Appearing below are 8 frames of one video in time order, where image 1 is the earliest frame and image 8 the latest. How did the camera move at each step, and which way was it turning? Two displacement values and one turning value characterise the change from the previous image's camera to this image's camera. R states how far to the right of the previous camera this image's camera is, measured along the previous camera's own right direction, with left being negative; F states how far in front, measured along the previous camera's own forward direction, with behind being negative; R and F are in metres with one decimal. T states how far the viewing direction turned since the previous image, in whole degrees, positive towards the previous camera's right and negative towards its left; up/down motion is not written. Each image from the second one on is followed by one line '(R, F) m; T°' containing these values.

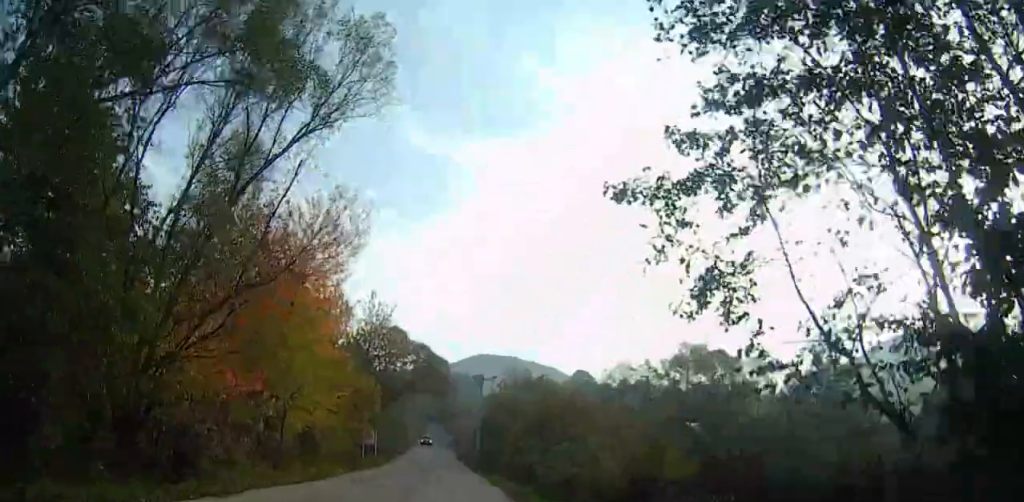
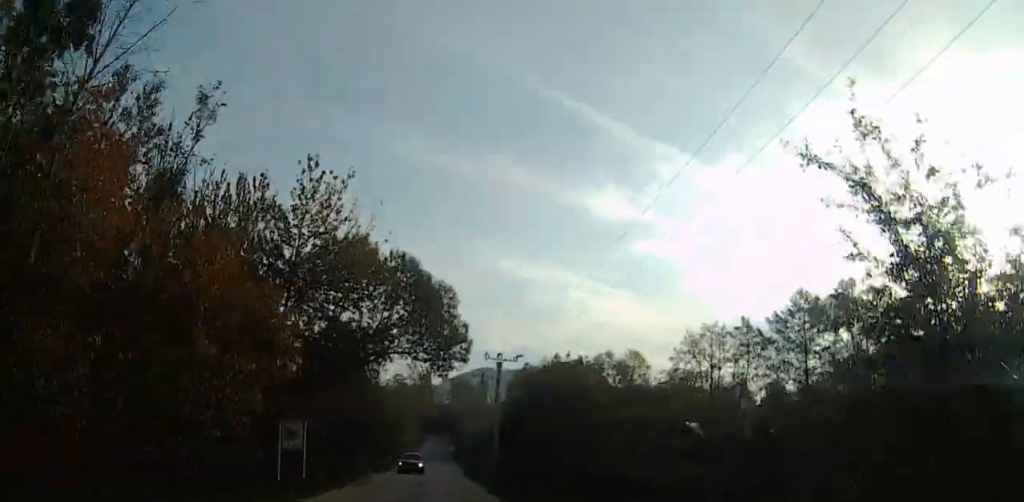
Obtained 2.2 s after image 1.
(-1.7, +21.0) m; -10°
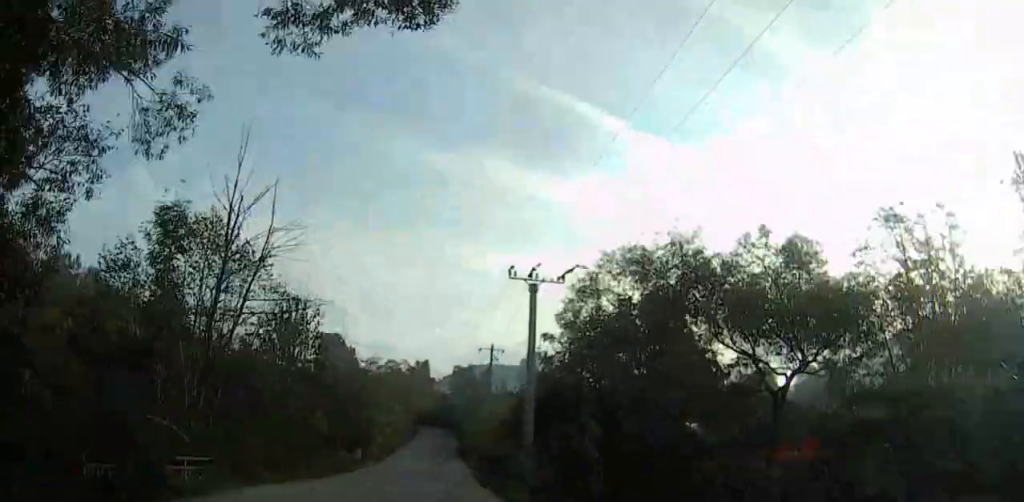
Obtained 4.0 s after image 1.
(-0.6, +21.5) m; -2°
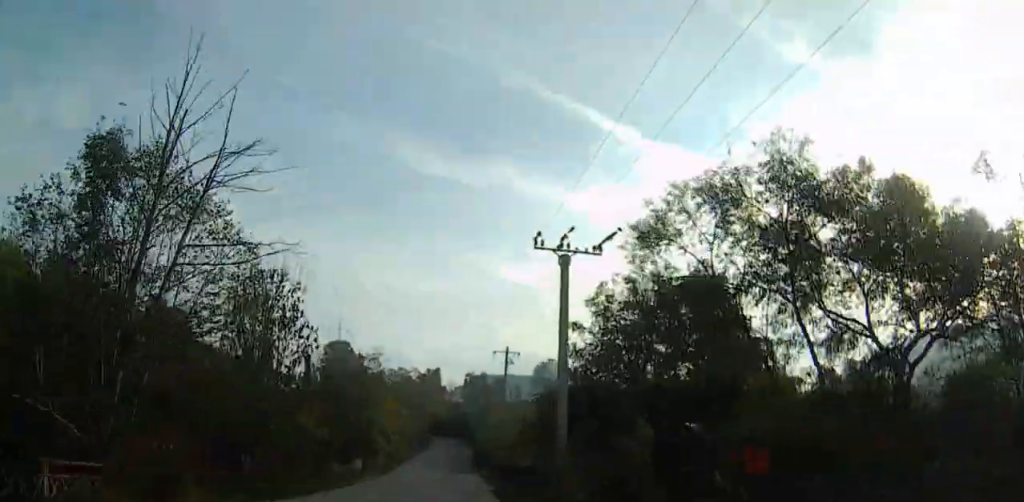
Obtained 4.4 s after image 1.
(0.0, +5.6) m; 0°
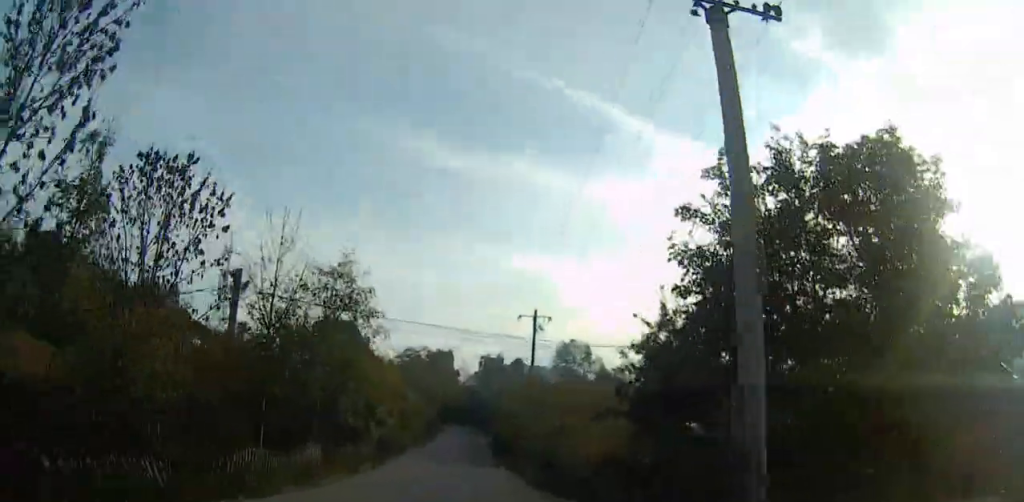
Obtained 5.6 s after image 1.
(0.0, +15.5) m; -1°
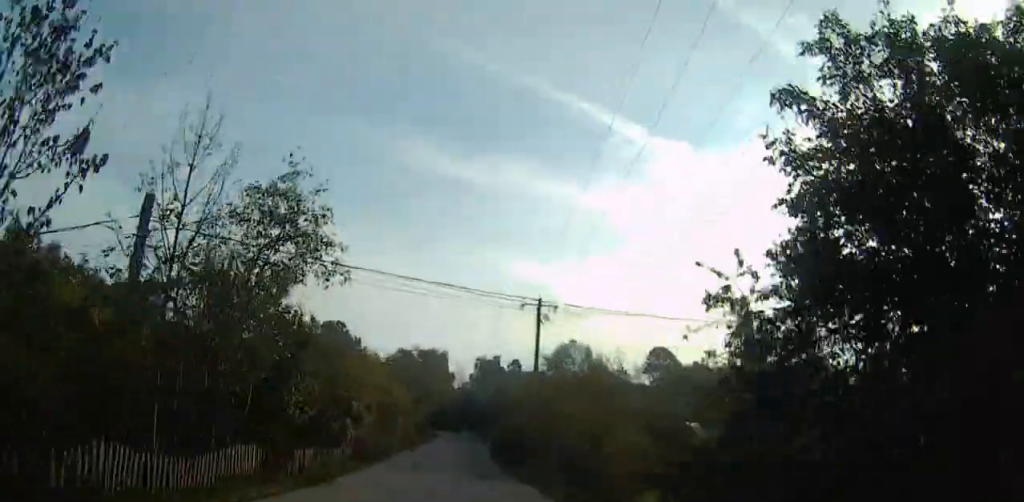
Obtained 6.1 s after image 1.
(-0.1, +7.5) m; 0°
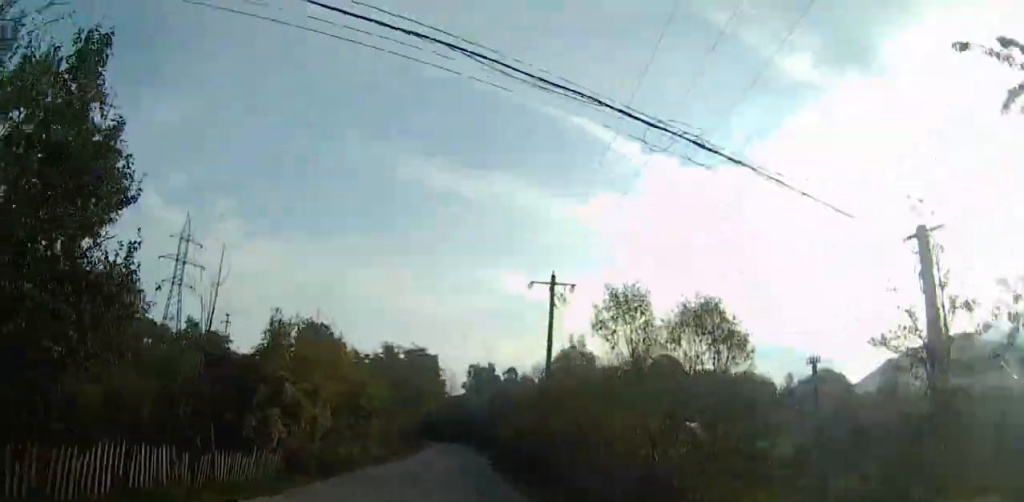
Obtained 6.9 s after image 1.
(+0.1, +11.9) m; +1°
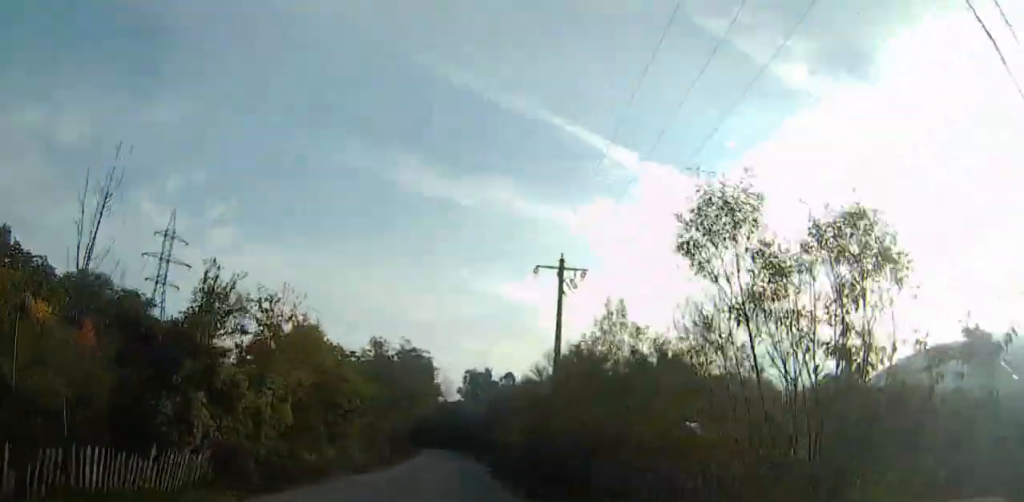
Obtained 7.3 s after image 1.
(+0.1, +5.8) m; +1°
